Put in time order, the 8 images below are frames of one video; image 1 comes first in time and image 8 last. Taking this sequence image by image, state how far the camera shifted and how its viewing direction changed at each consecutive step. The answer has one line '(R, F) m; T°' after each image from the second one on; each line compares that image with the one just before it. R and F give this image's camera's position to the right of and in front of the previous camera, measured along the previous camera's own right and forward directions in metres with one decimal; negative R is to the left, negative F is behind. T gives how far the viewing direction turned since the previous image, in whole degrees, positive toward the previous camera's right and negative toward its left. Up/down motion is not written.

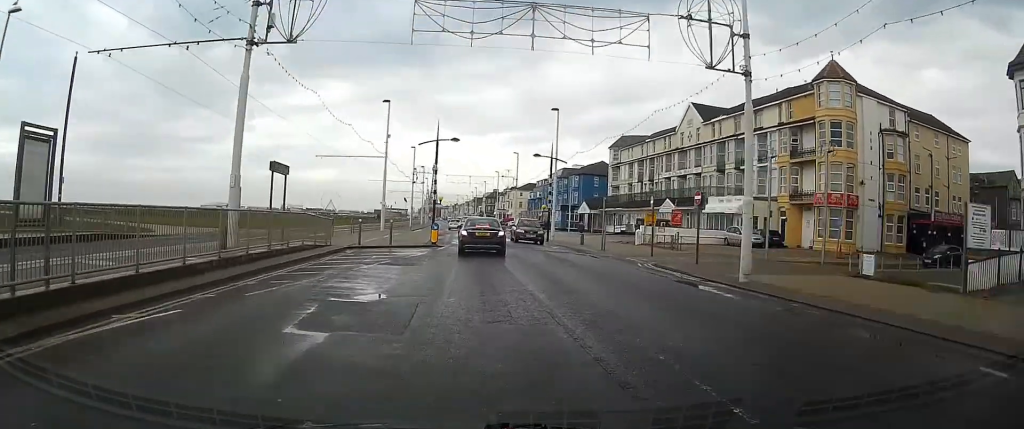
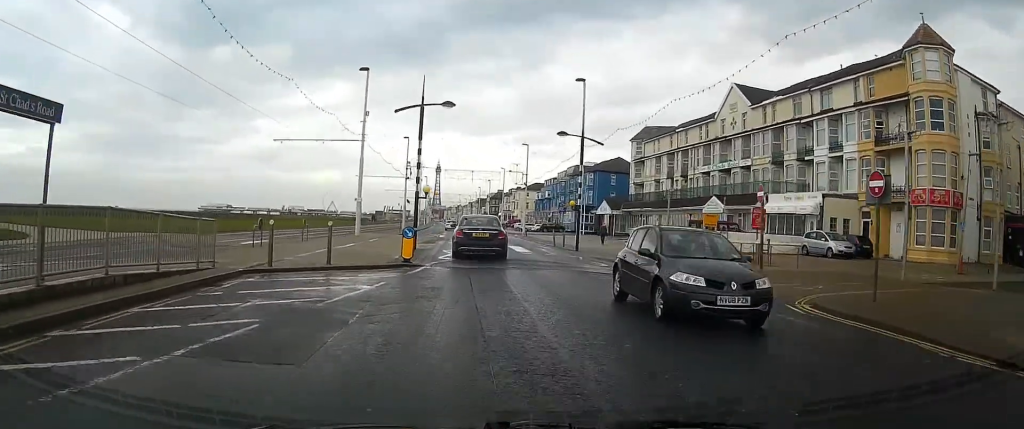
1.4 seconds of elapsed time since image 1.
(+0.1, +12.2) m; 0°
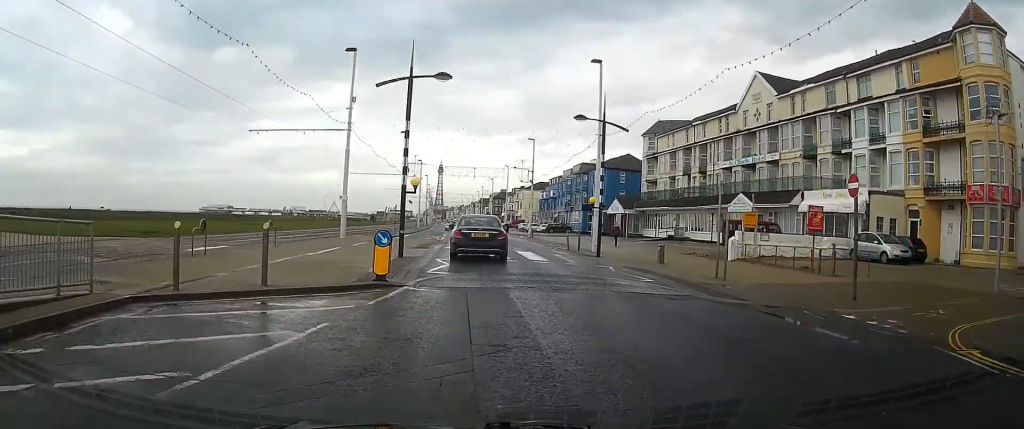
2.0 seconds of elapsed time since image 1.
(0.0, +5.2) m; -2°
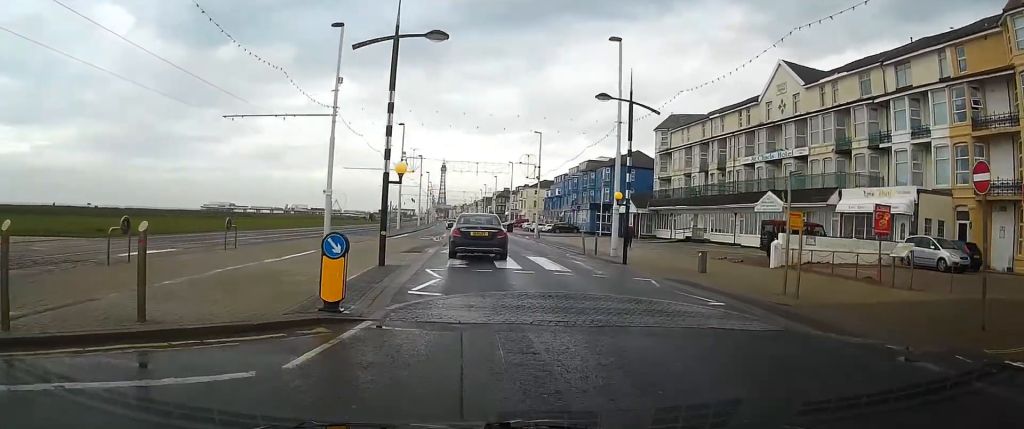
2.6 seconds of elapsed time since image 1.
(+0.1, +4.4) m; -3°
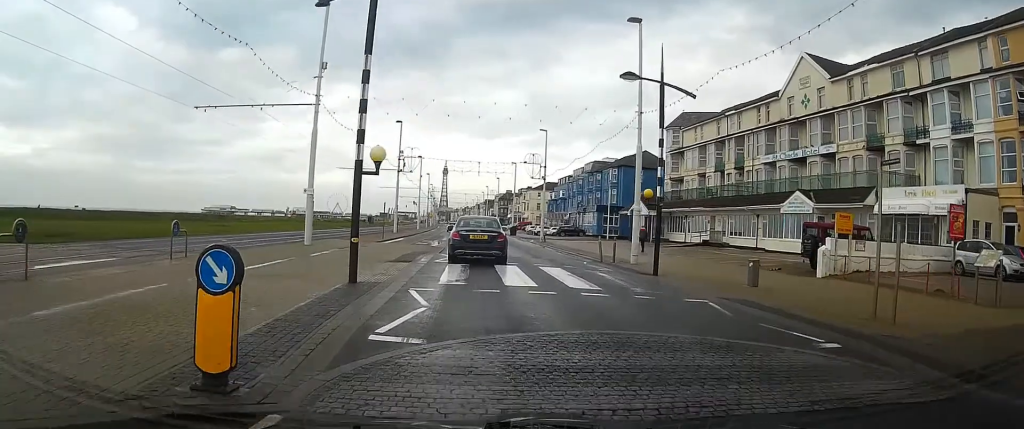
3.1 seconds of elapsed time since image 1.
(-0.2, +3.8) m; -2°
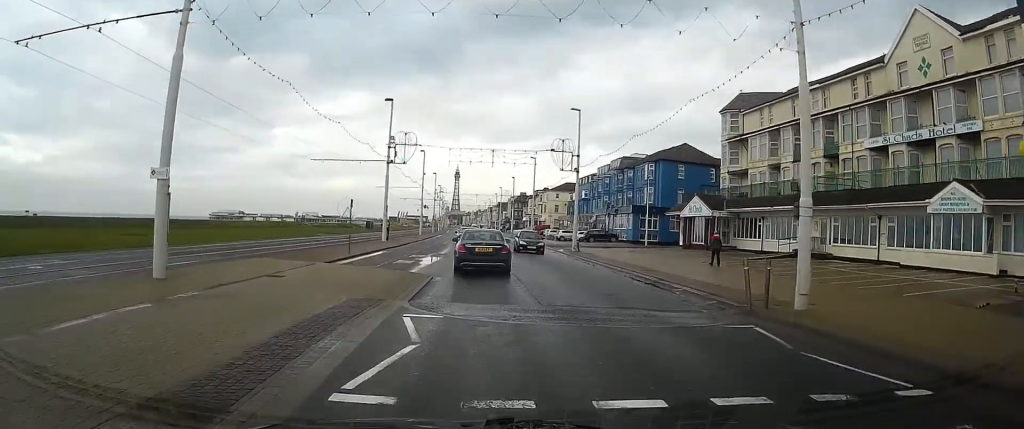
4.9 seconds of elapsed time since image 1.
(-0.2, +14.1) m; +2°
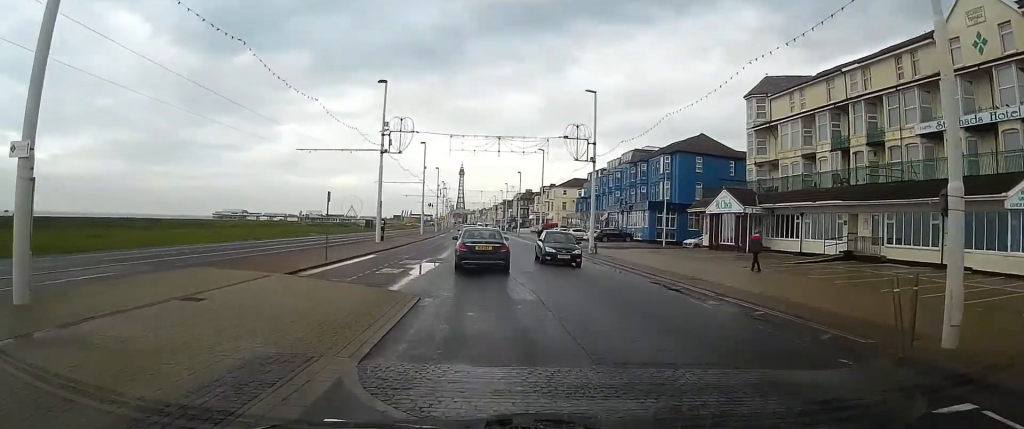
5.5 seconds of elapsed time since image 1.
(+0.1, +5.2) m; 0°
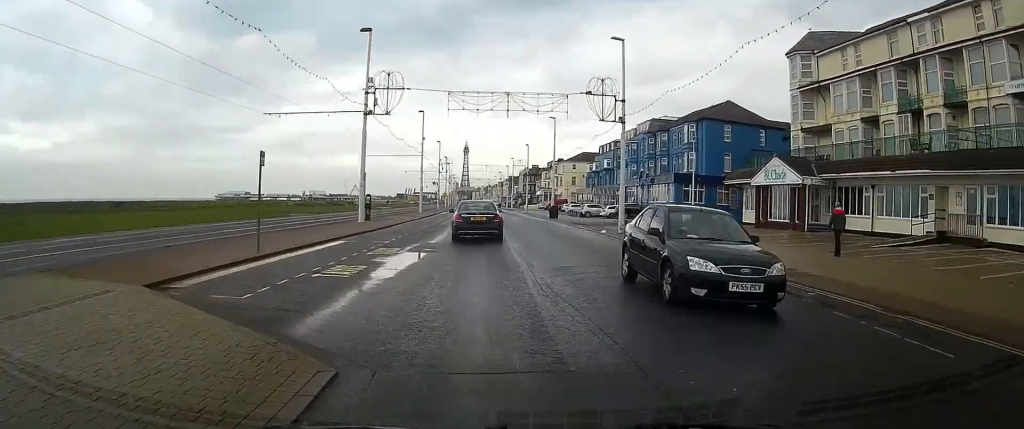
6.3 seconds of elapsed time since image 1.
(0.0, +7.8) m; -1°
